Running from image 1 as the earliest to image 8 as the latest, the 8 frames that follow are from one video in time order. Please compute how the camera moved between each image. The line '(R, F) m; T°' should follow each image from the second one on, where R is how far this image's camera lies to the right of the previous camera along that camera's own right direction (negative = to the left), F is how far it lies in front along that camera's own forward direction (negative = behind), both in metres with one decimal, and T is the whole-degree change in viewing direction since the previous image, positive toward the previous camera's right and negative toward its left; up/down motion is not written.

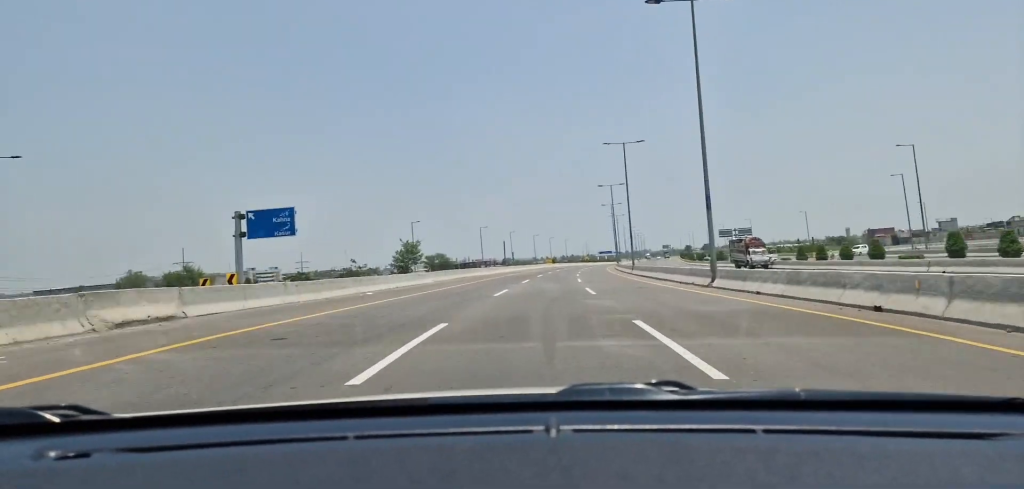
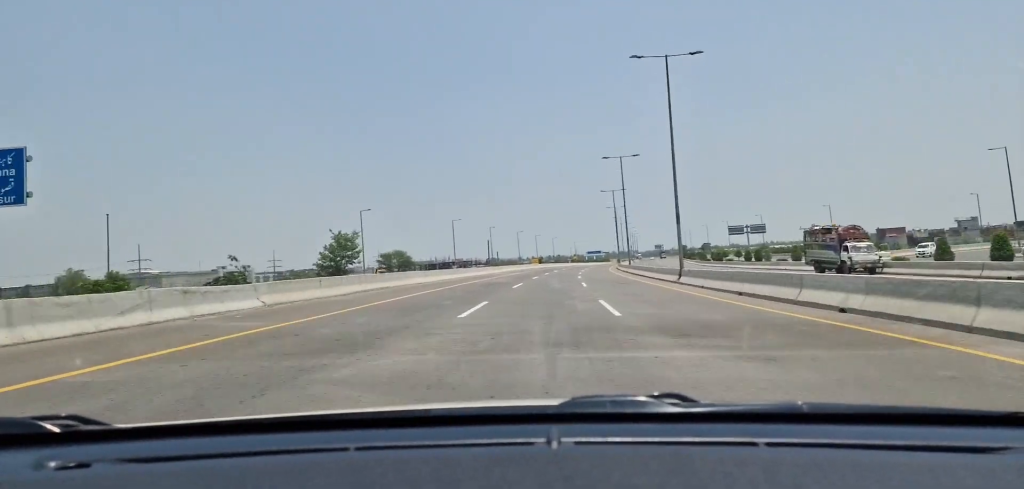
(+0.4, +27.4) m; +2°
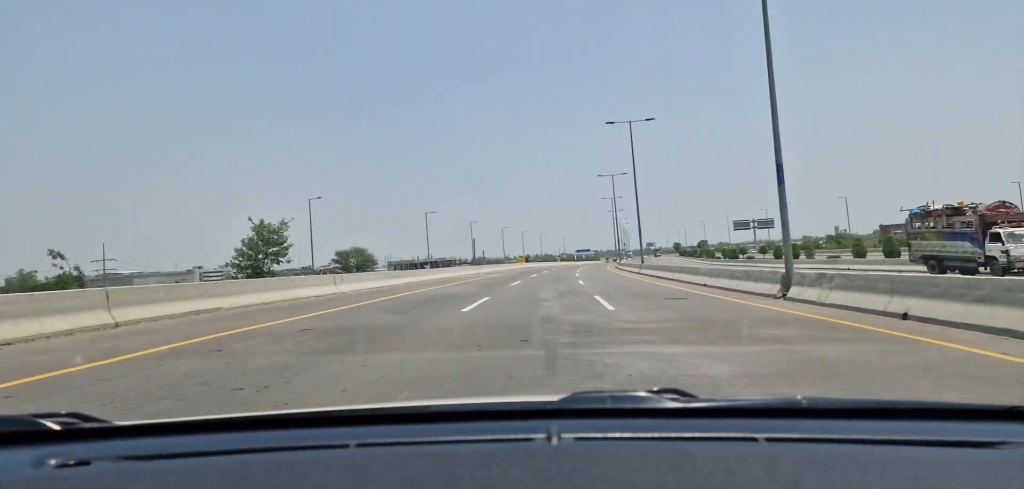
(-0.2, +17.3) m; +1°
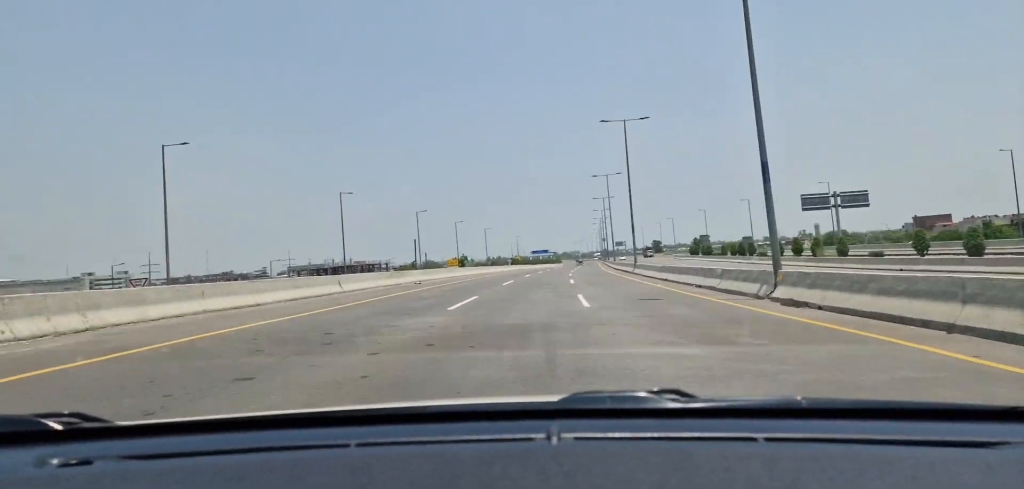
(+2.6, +71.0) m; +4°
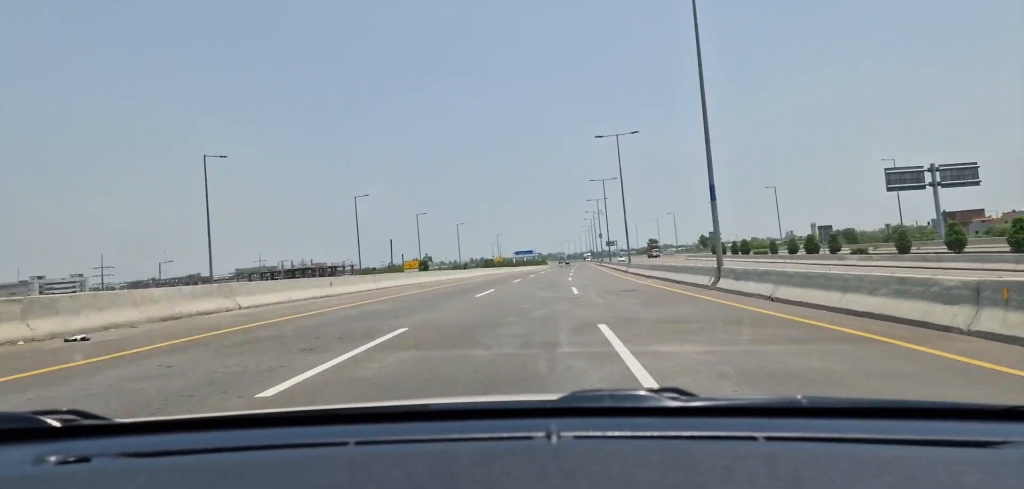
(+0.1, +28.4) m; +1°
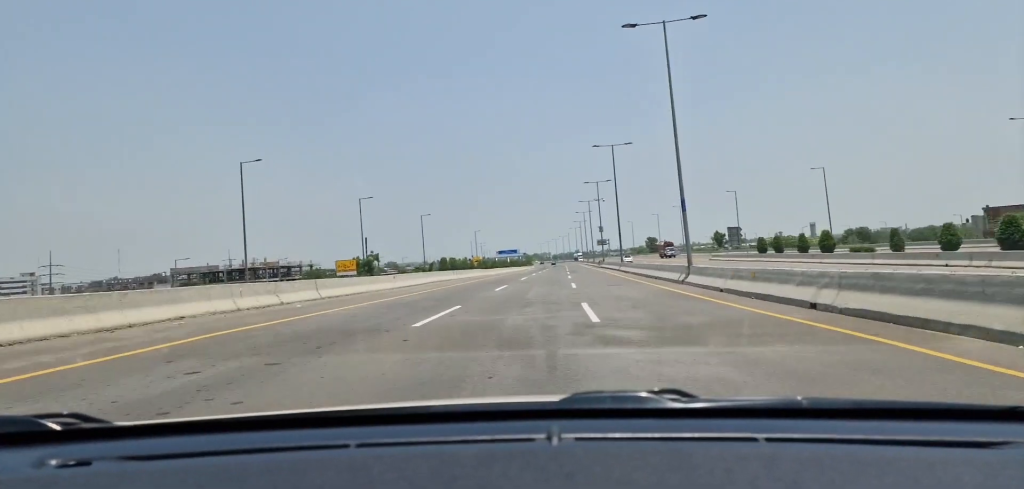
(+1.0, +29.9) m; +1°
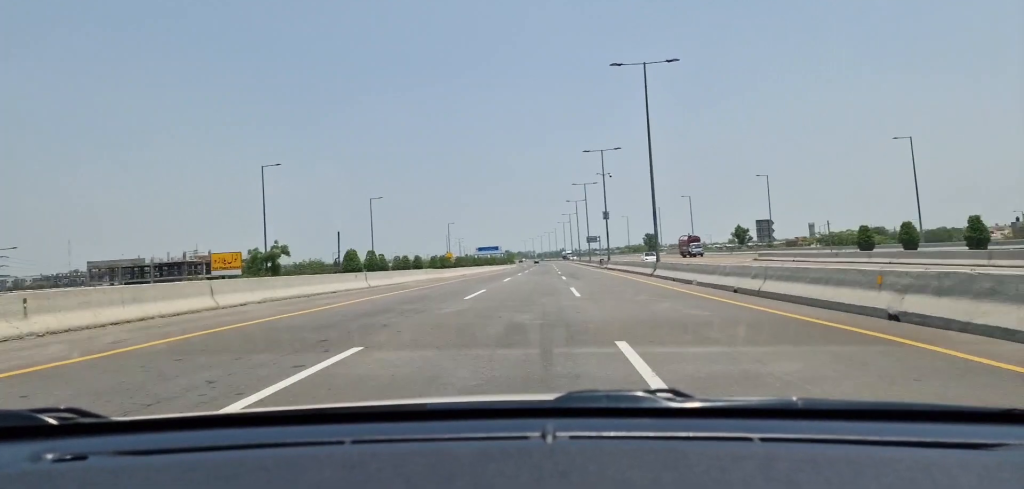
(-0.2, +27.9) m; 0°
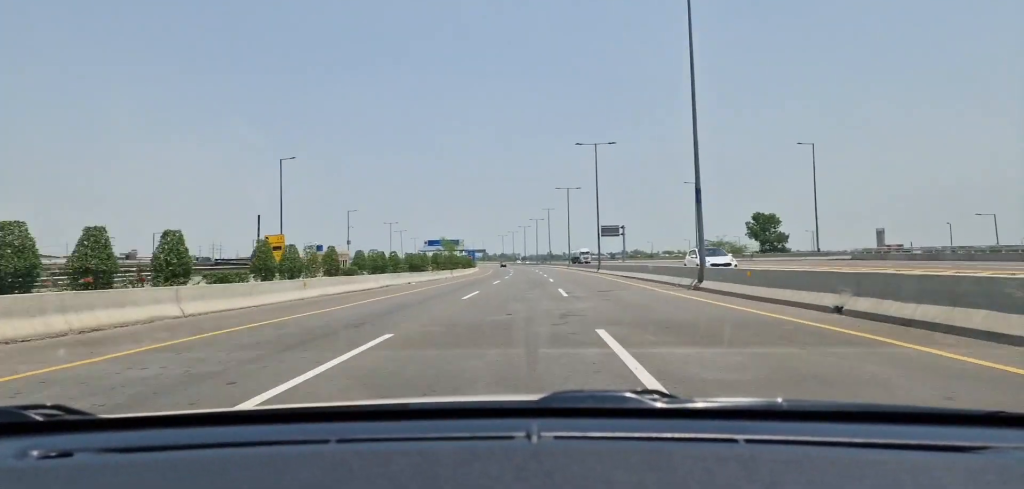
(+0.8, +106.1) m; 0°
